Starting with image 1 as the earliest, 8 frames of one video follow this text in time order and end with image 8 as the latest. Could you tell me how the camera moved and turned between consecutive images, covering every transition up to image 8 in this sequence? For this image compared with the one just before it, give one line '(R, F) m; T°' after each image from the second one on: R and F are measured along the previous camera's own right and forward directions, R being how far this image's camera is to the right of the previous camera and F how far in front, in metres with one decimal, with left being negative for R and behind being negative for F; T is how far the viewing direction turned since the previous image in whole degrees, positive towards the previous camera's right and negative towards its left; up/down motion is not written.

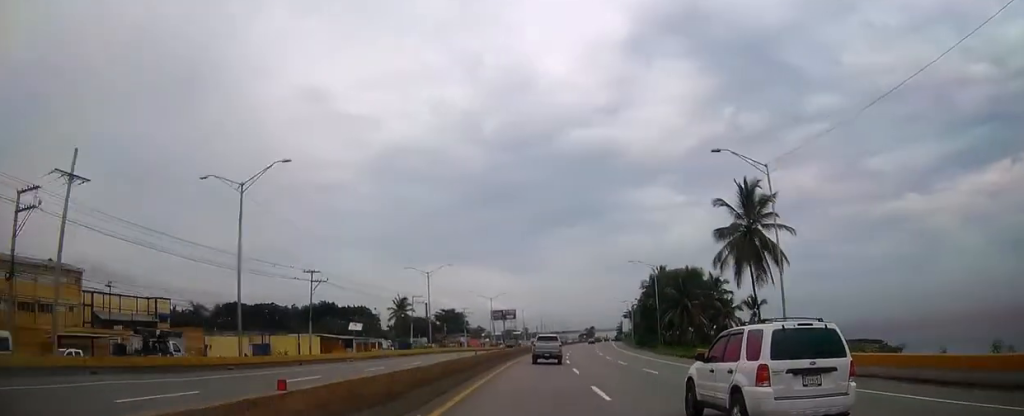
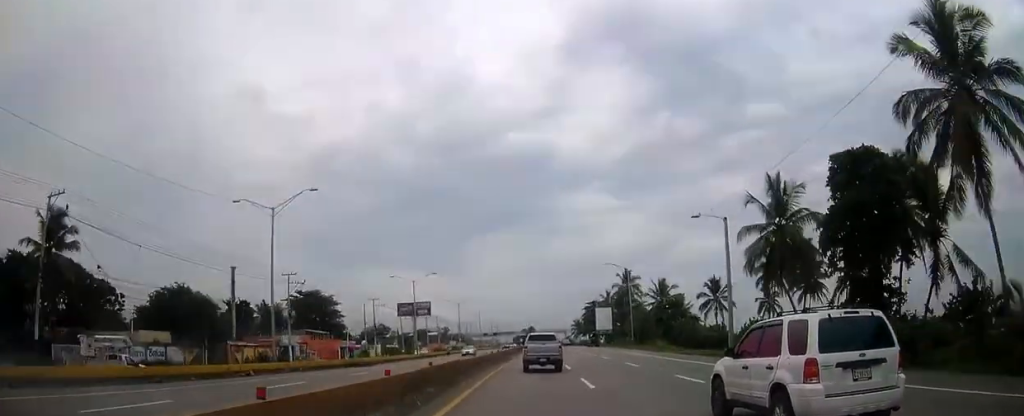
(+4.8, +96.1) m; +6°
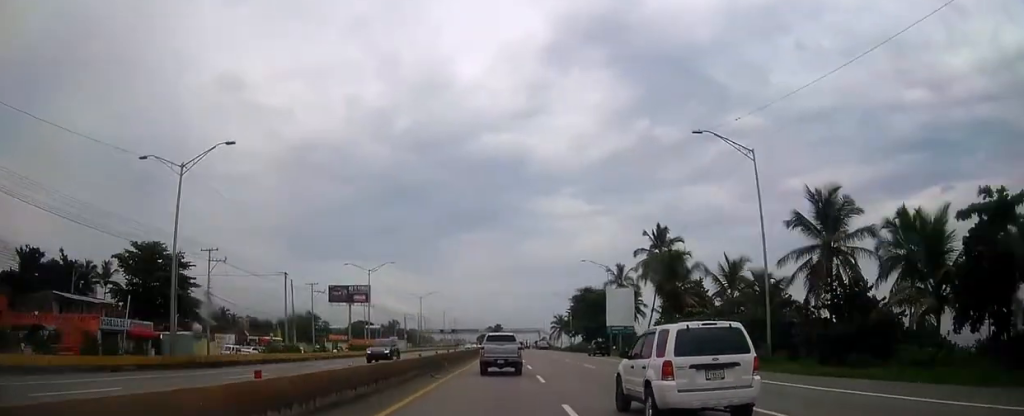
(+2.2, +61.4) m; +3°
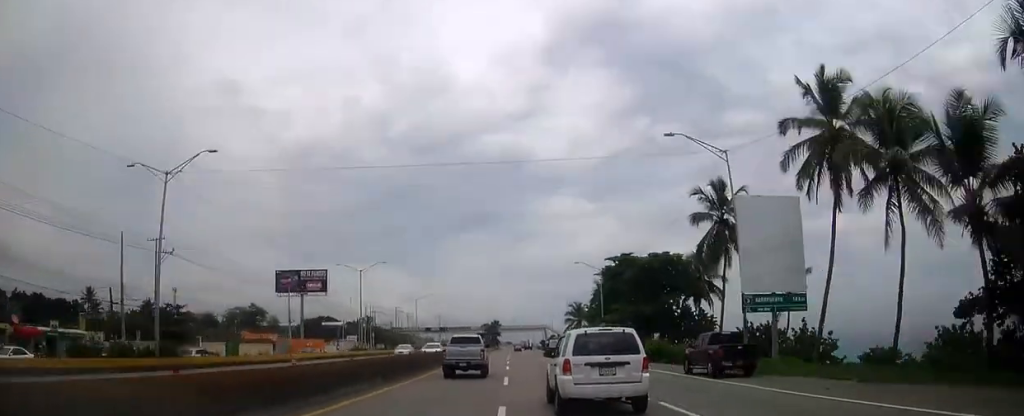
(+0.7, +49.3) m; 0°
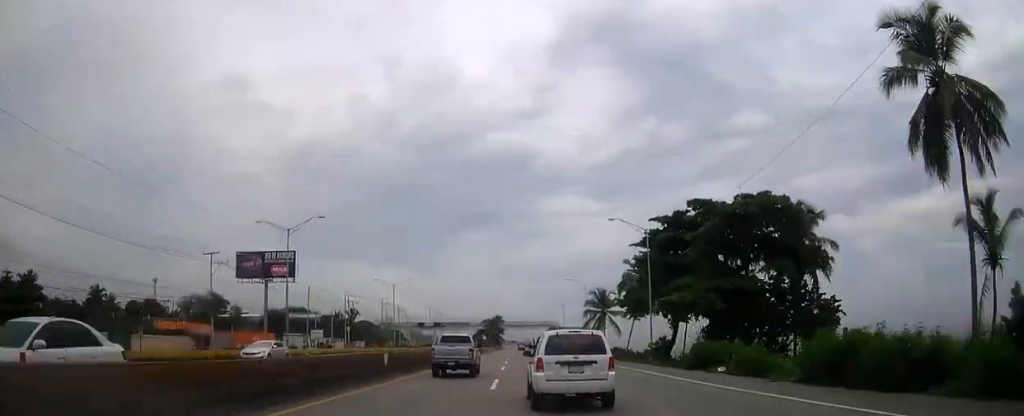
(0.0, +28.7) m; 0°
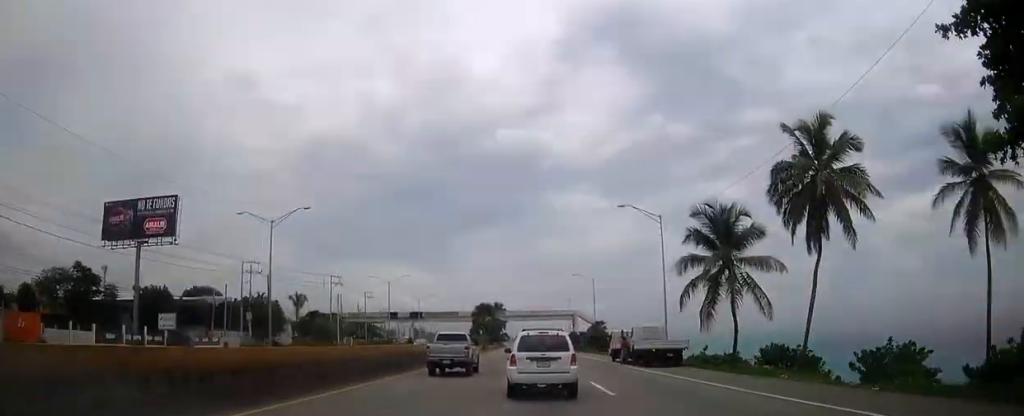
(-0.3, +54.9) m; -1°
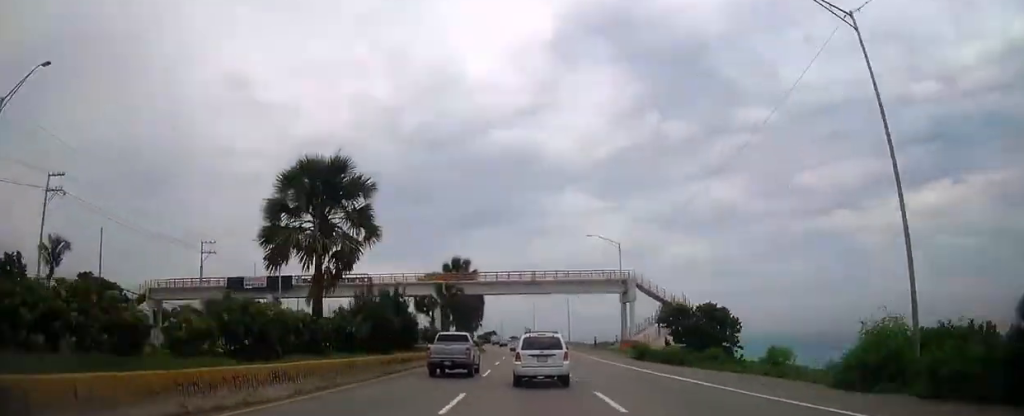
(-0.2, +83.0) m; 0°
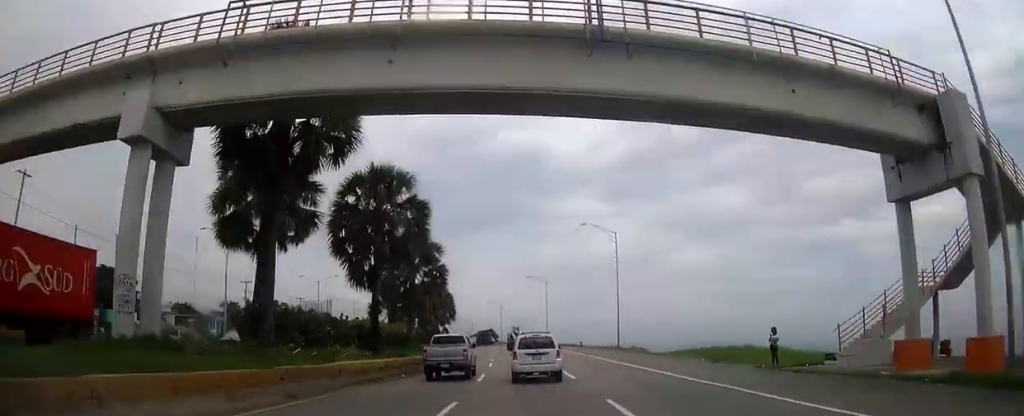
(-0.1, +54.6) m; -1°
